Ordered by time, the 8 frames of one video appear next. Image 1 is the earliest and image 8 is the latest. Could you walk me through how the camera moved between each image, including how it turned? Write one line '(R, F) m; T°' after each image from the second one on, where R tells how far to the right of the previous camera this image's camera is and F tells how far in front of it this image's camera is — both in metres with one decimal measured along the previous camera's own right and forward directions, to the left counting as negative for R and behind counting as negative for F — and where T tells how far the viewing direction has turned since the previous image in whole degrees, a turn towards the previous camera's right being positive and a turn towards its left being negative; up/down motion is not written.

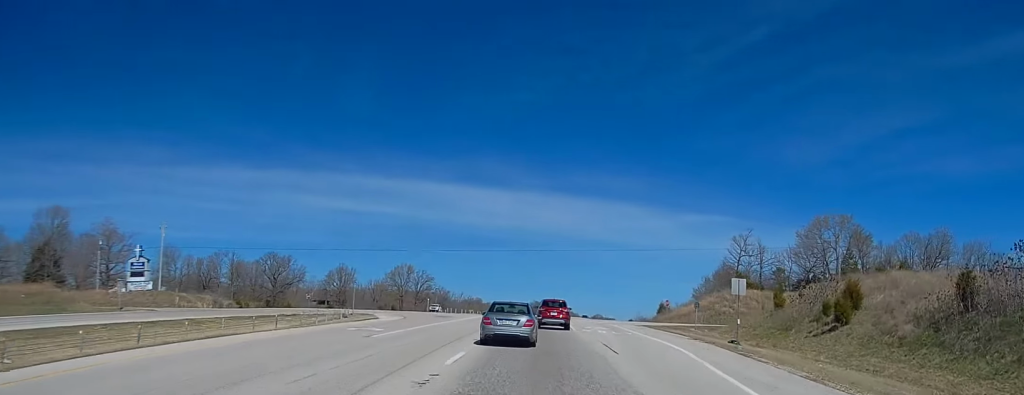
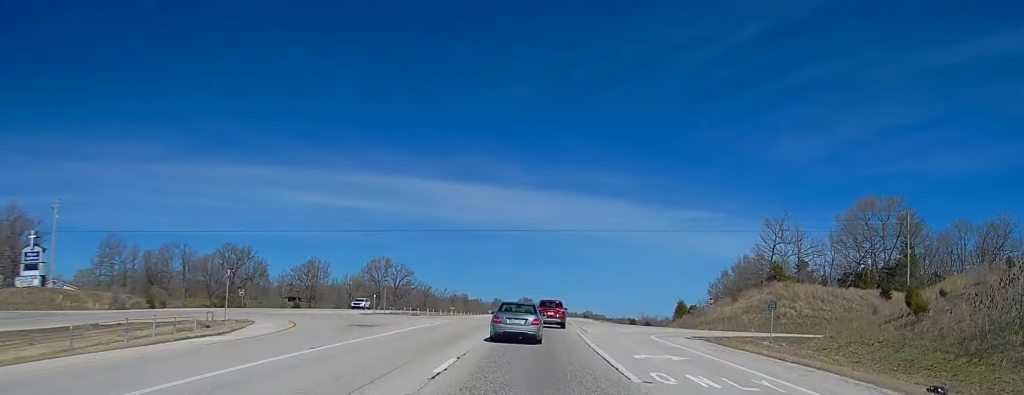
(+0.2, +27.0) m; +1°
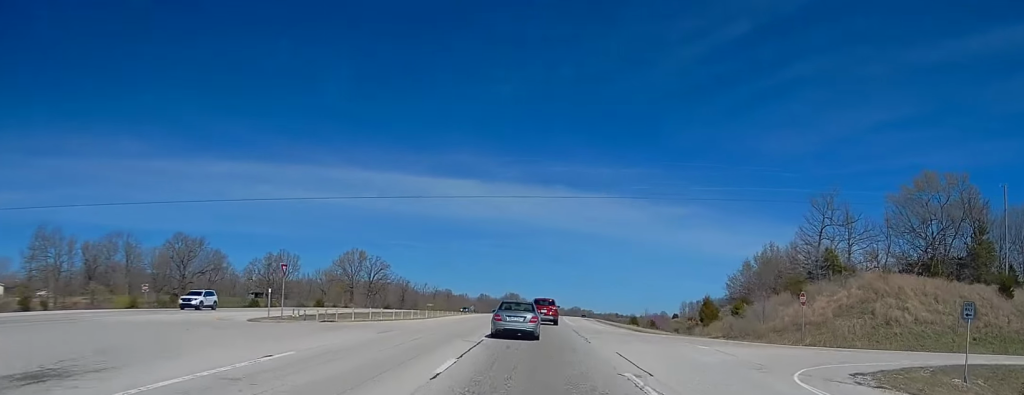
(+0.4, +24.9) m; 0°
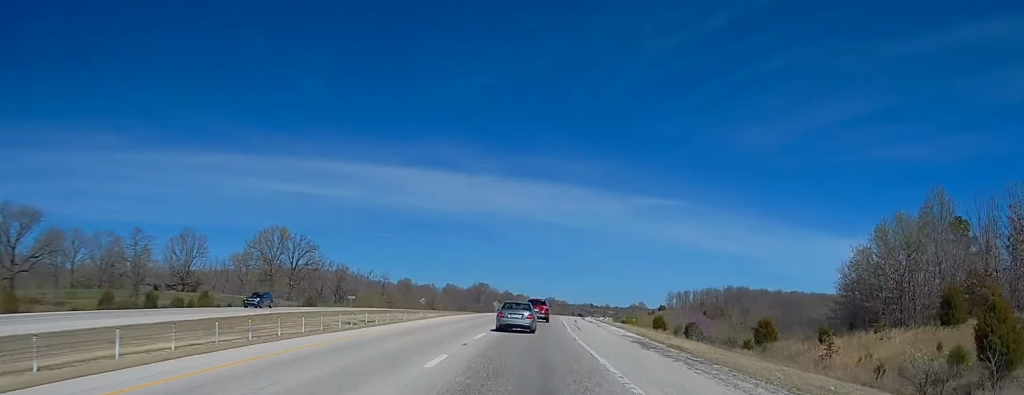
(+1.5, +62.5) m; +3°
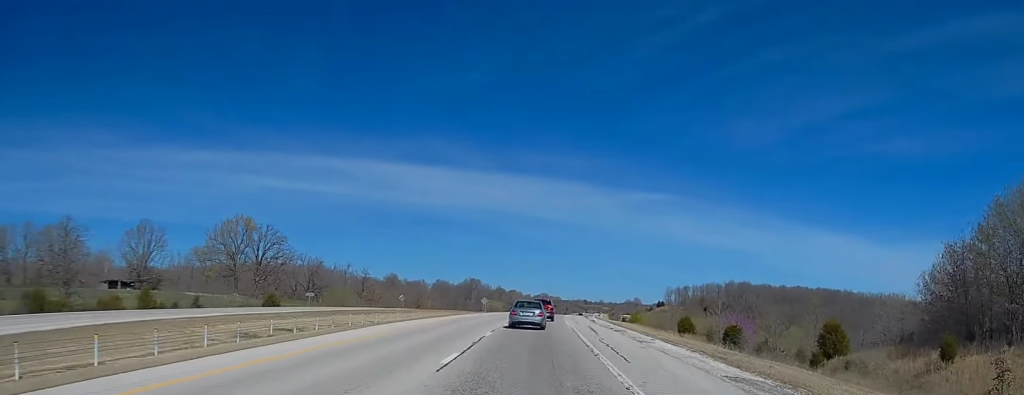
(0.0, +22.9) m; 0°
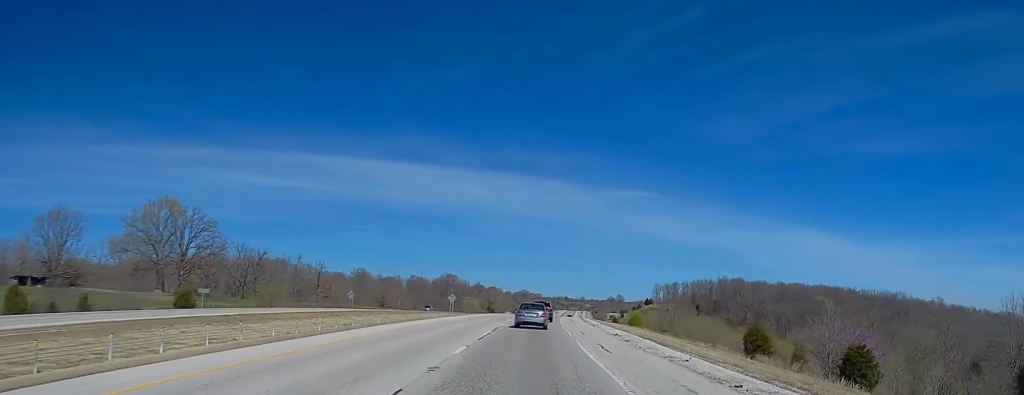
(+0.1, +33.7) m; +1°
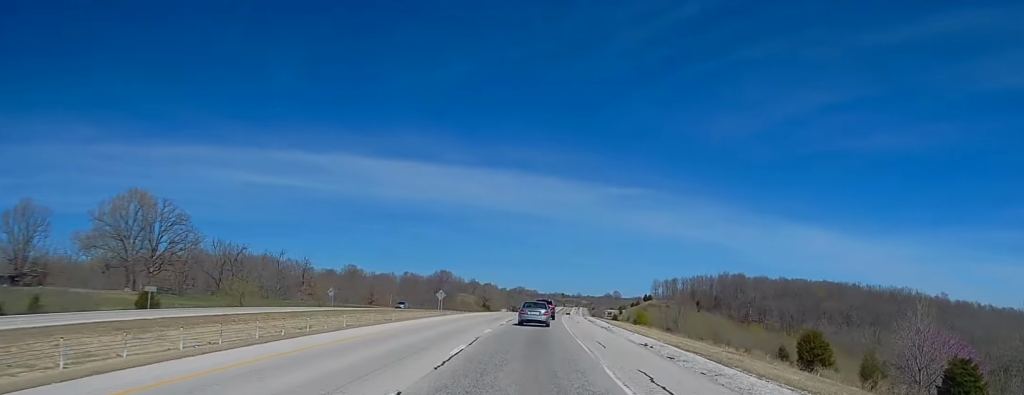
(+0.1, +12.0) m; 0°
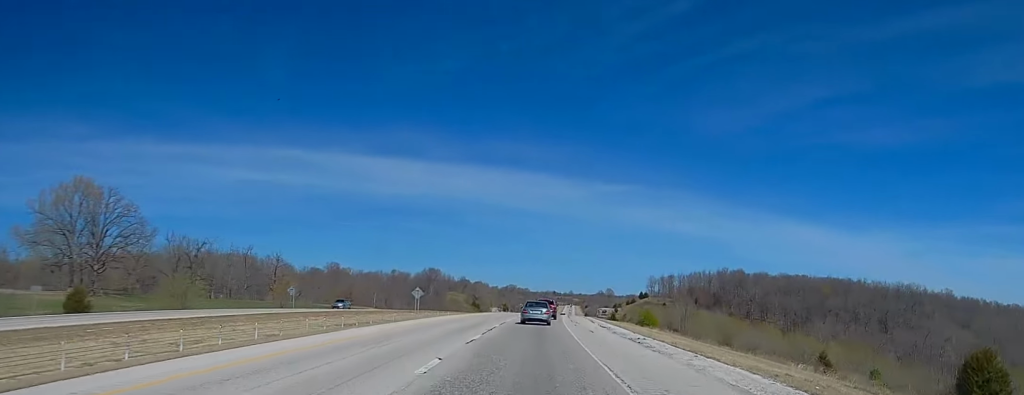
(0.0, +18.2) m; 0°
